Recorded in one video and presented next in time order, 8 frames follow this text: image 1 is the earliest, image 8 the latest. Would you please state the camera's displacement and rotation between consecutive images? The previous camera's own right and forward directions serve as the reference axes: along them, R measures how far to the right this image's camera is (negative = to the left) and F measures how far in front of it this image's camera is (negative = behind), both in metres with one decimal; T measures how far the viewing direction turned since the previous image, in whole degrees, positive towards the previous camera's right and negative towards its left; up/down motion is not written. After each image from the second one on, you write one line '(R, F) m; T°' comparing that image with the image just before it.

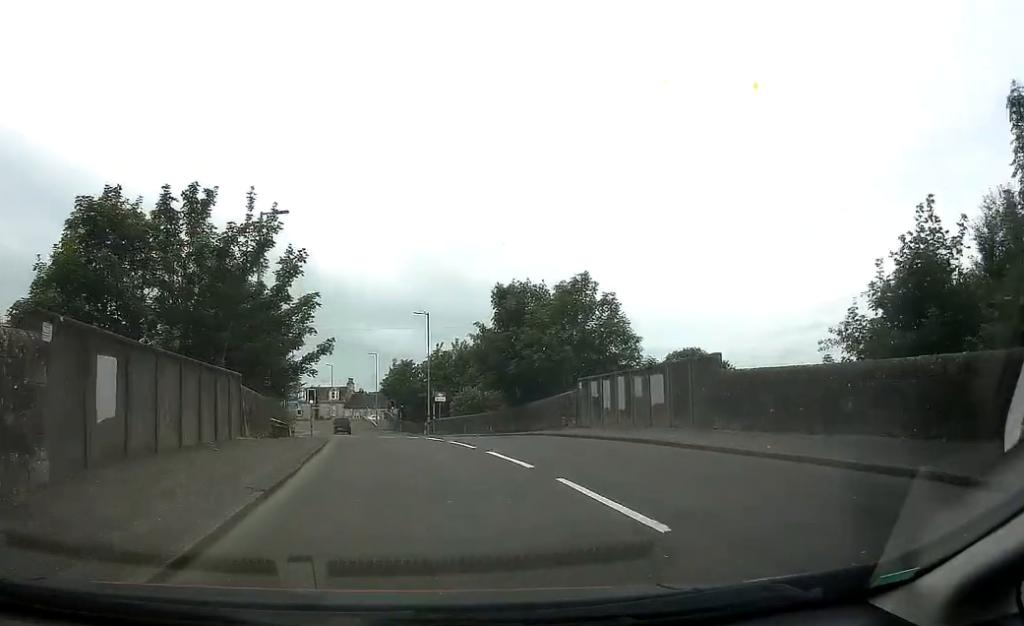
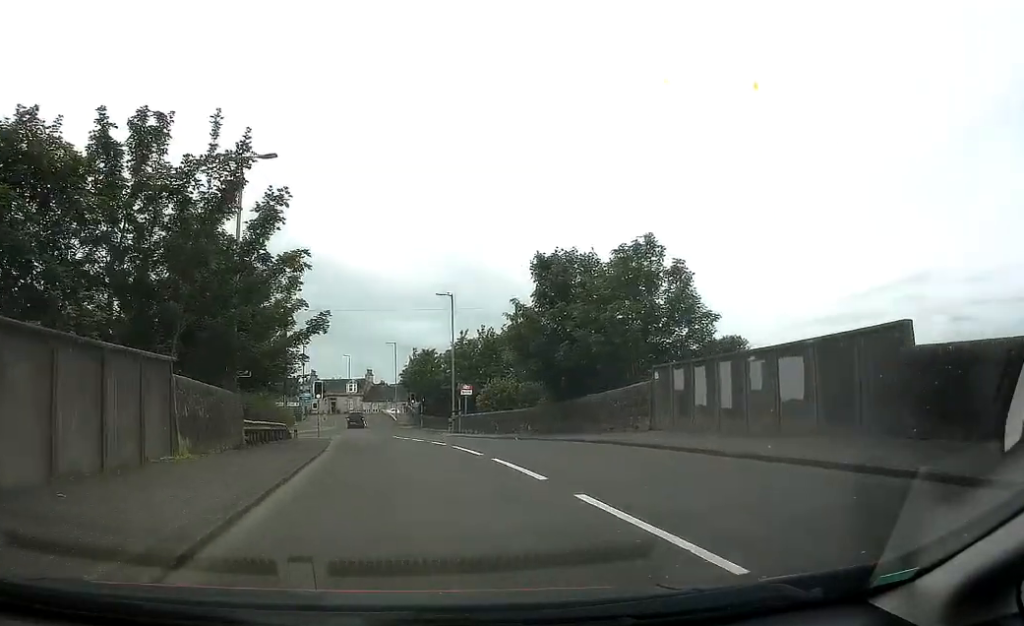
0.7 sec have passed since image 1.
(+0.2, +7.1) m; -2°
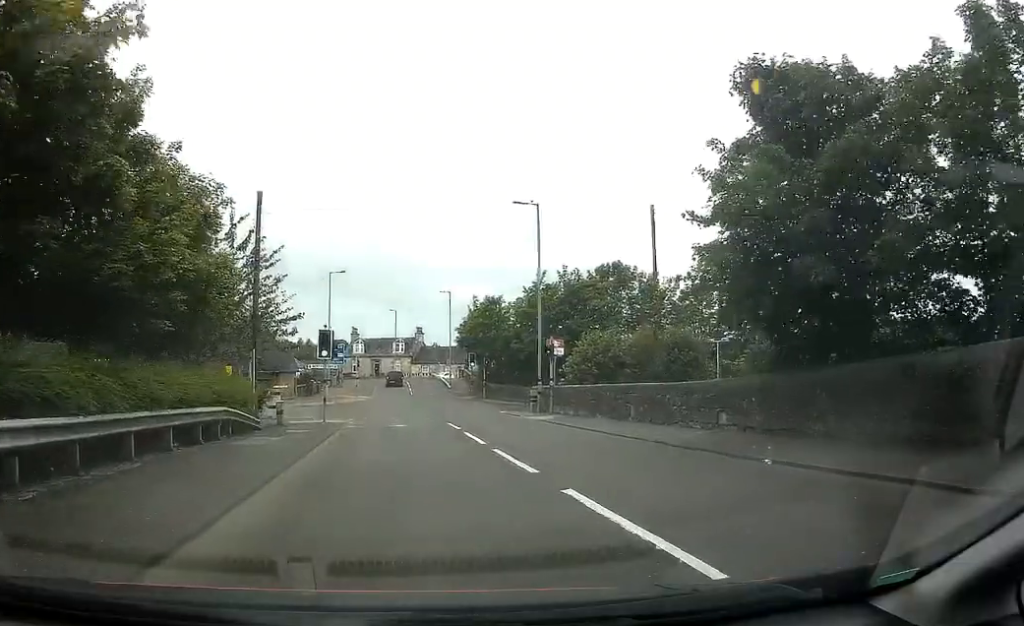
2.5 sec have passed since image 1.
(-1.4, +17.7) m; -4°
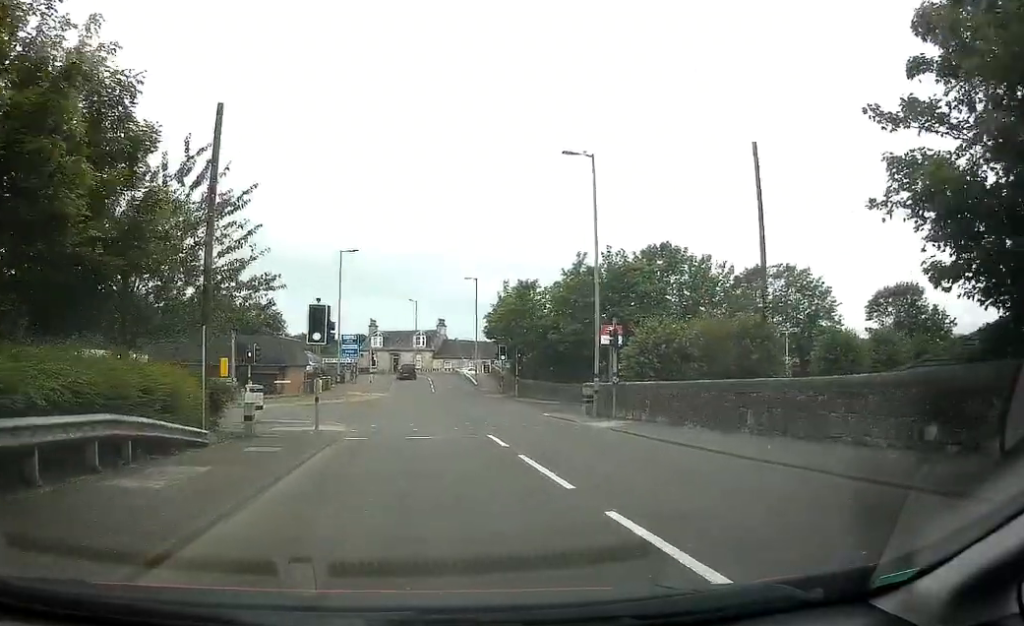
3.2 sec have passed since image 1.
(0.0, +7.2) m; -2°
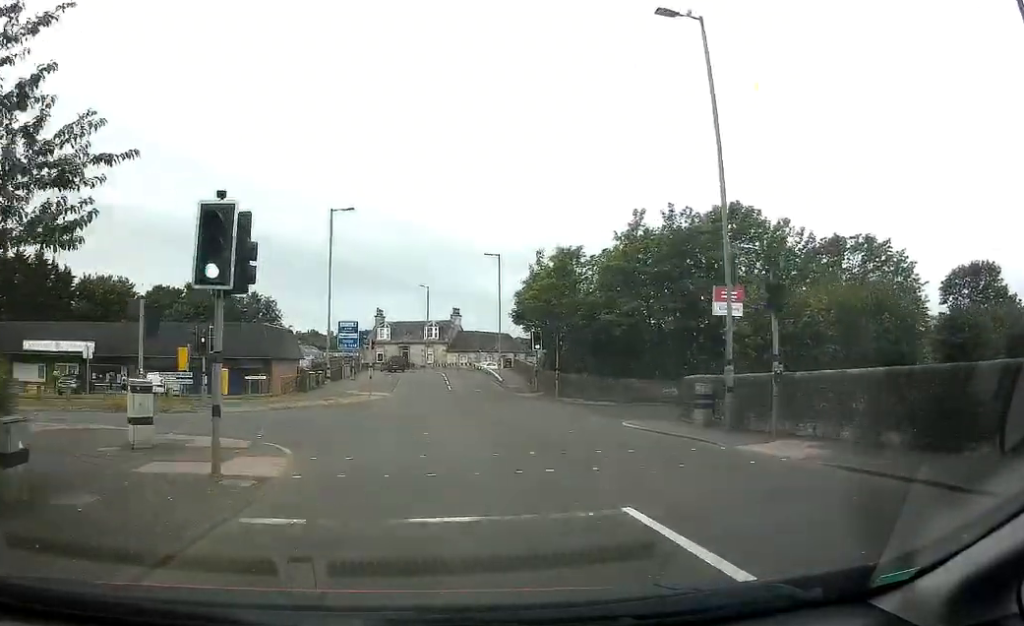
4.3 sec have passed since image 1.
(-0.4, +10.6) m; -2°
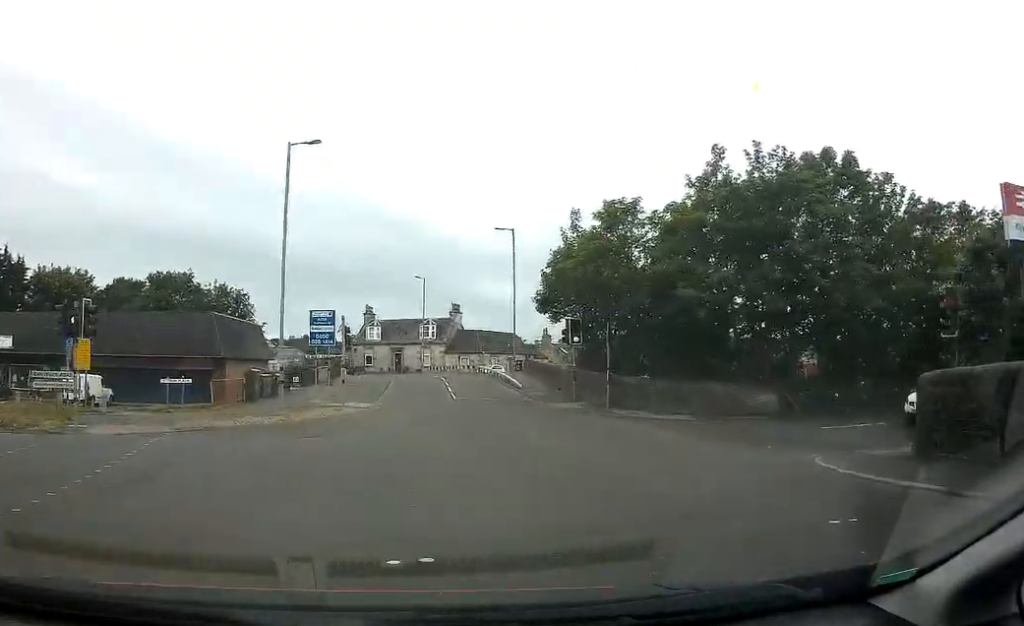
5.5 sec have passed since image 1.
(+0.2, +11.8) m; -1°
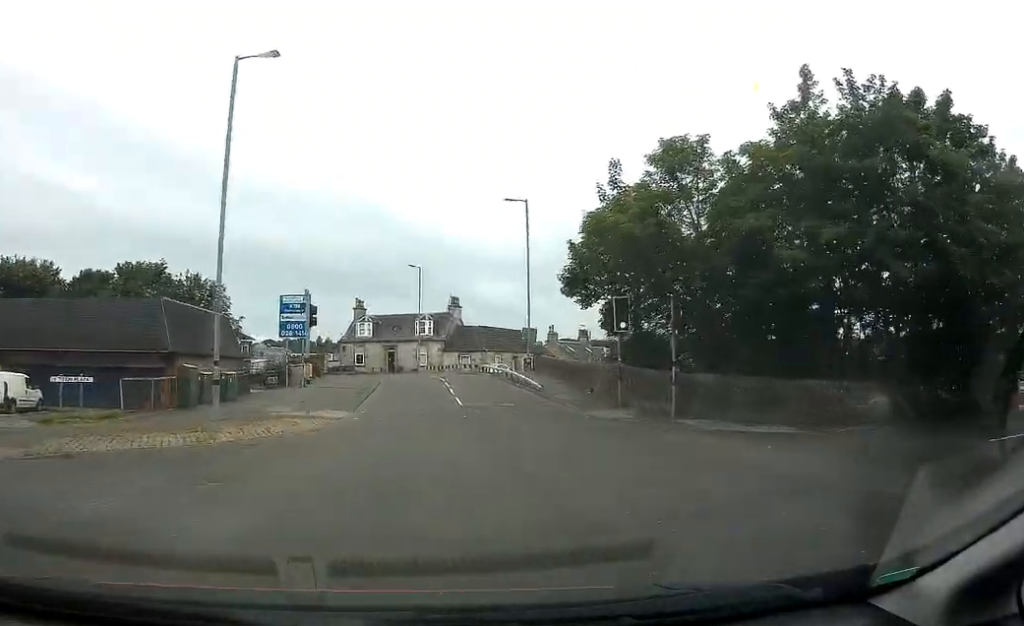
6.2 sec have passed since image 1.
(-0.3, +8.0) m; -2°
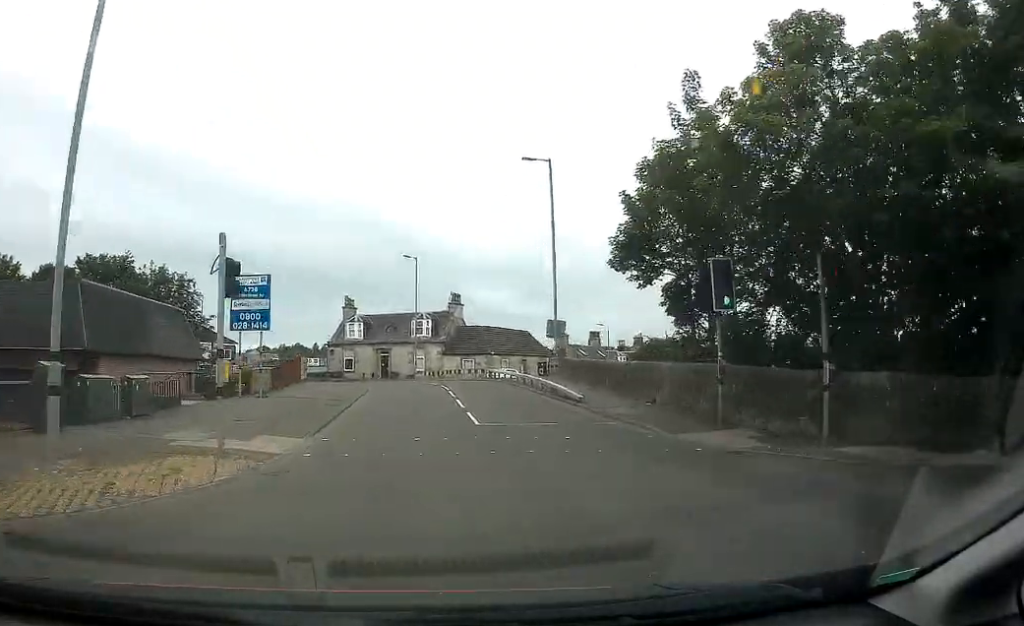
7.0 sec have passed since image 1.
(-0.2, +8.1) m; 0°
